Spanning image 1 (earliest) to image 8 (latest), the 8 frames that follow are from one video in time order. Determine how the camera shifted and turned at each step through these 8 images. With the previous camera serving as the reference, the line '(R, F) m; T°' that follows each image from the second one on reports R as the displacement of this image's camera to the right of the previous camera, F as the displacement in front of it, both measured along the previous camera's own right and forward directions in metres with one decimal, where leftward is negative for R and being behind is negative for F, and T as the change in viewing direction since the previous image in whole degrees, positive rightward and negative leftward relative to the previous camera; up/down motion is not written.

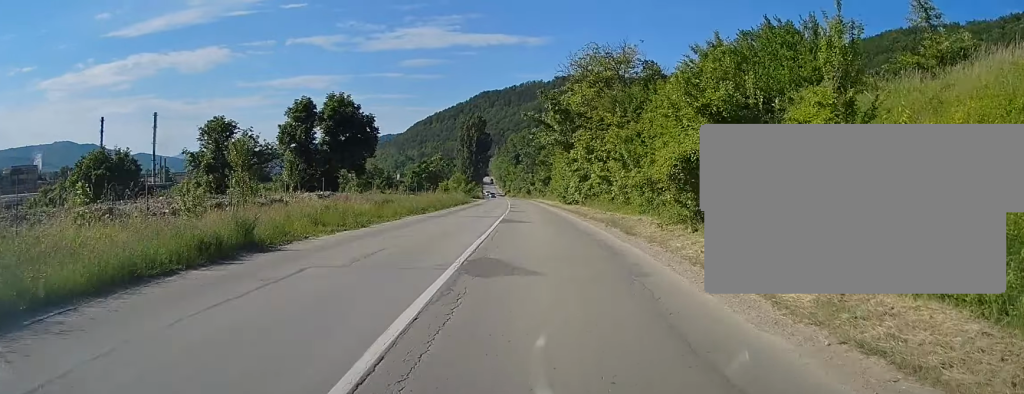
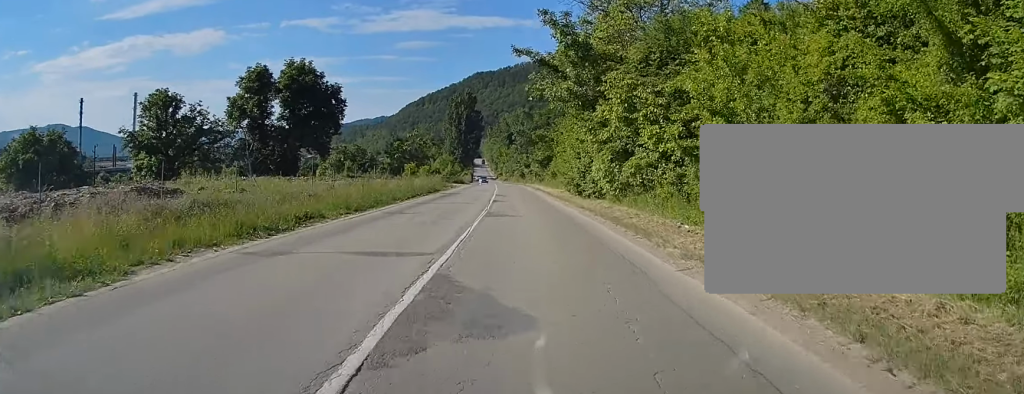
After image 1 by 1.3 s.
(+0.1, +19.4) m; 0°
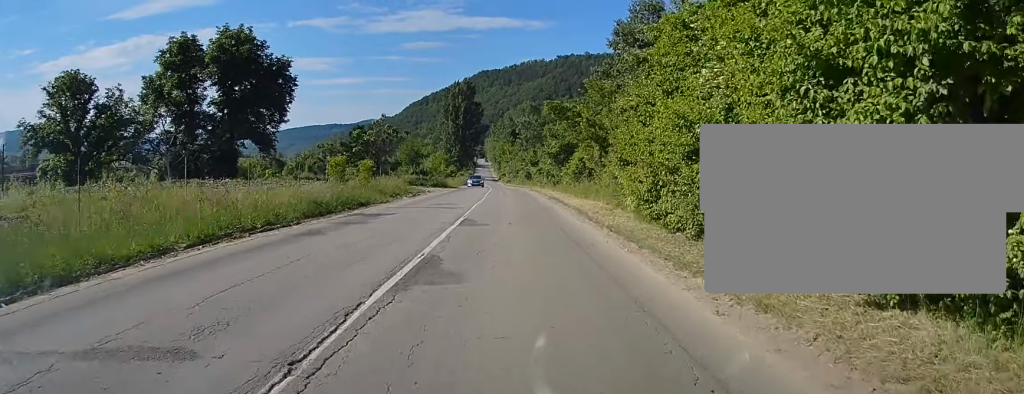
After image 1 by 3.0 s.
(-0.2, +25.6) m; -2°
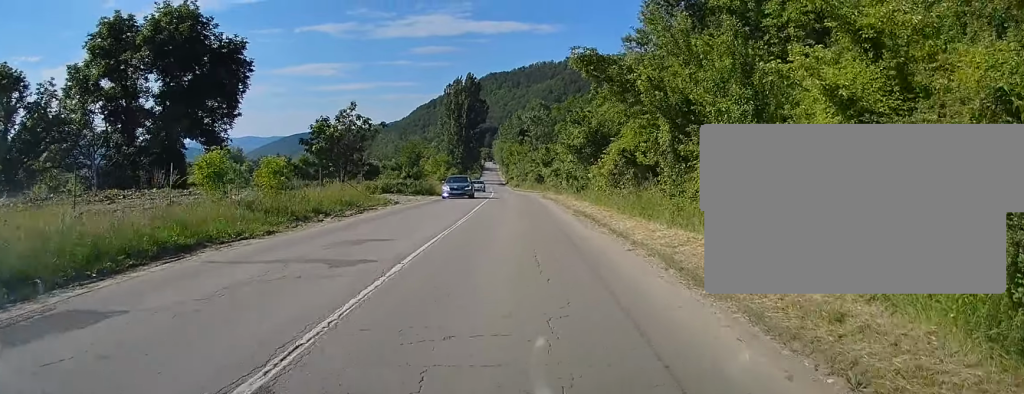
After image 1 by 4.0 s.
(-0.3, +15.7) m; -1°
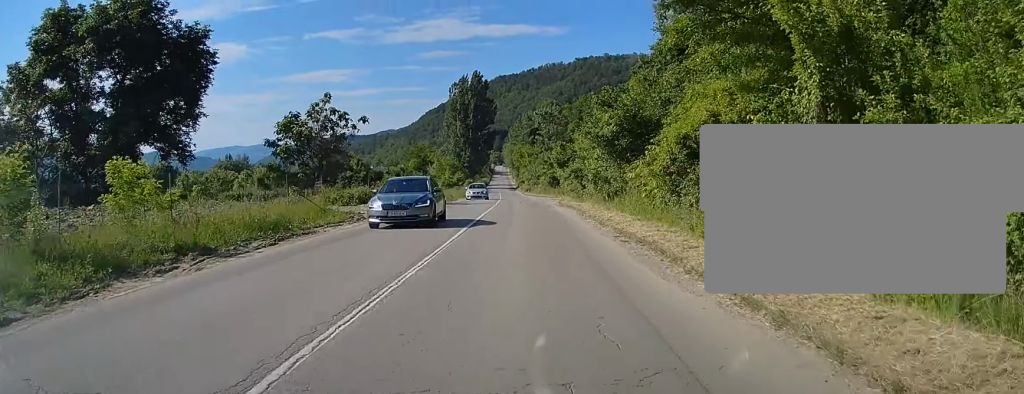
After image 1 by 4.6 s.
(+0.1, +9.9) m; 0°
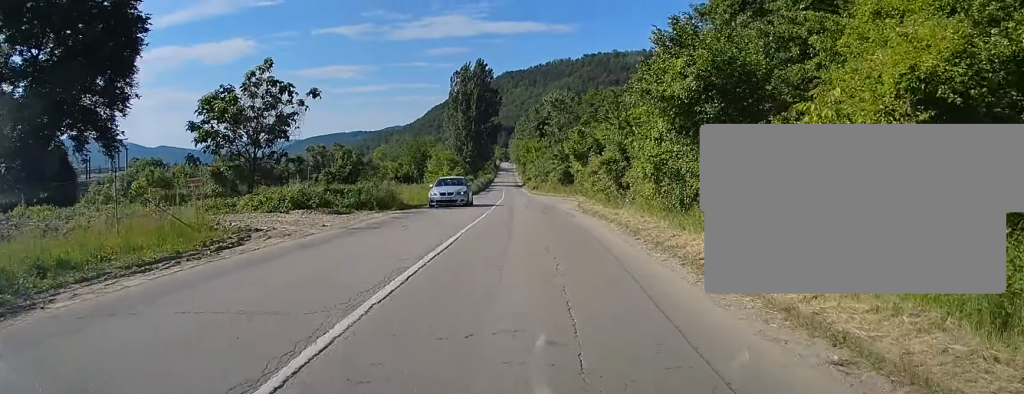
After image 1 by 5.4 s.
(-0.2, +12.1) m; -1°
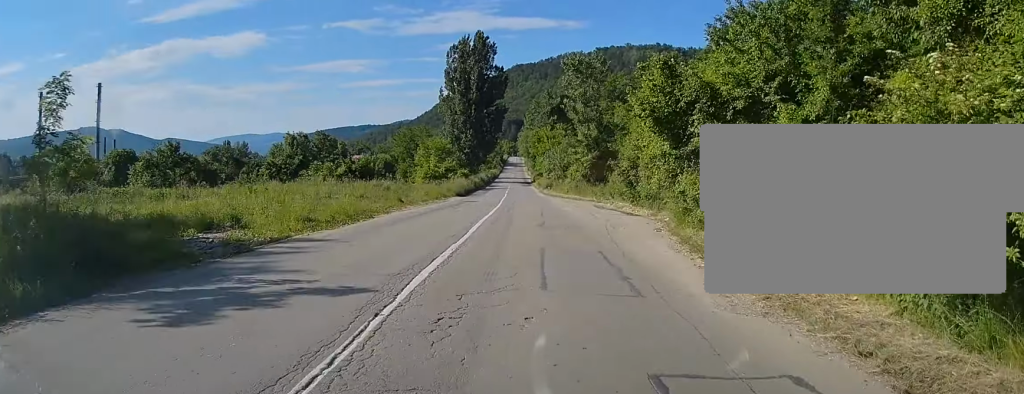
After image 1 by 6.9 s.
(-0.2, +24.1) m; -1°
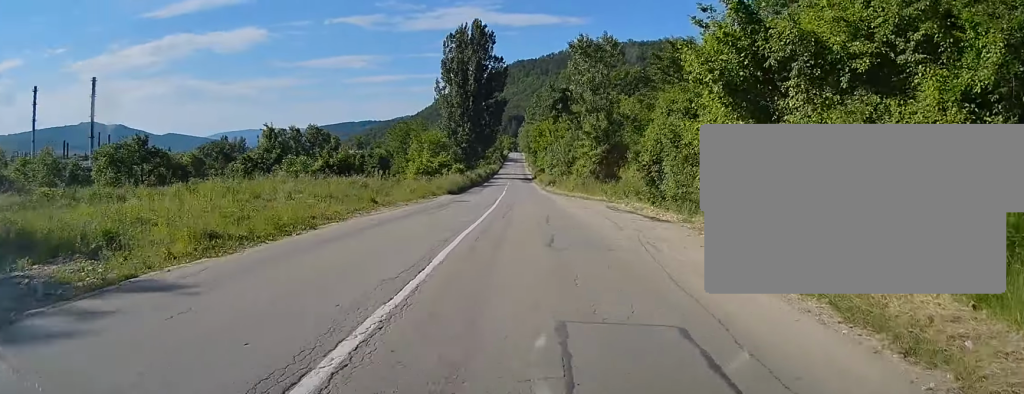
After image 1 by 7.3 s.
(-0.1, +6.6) m; 0°
